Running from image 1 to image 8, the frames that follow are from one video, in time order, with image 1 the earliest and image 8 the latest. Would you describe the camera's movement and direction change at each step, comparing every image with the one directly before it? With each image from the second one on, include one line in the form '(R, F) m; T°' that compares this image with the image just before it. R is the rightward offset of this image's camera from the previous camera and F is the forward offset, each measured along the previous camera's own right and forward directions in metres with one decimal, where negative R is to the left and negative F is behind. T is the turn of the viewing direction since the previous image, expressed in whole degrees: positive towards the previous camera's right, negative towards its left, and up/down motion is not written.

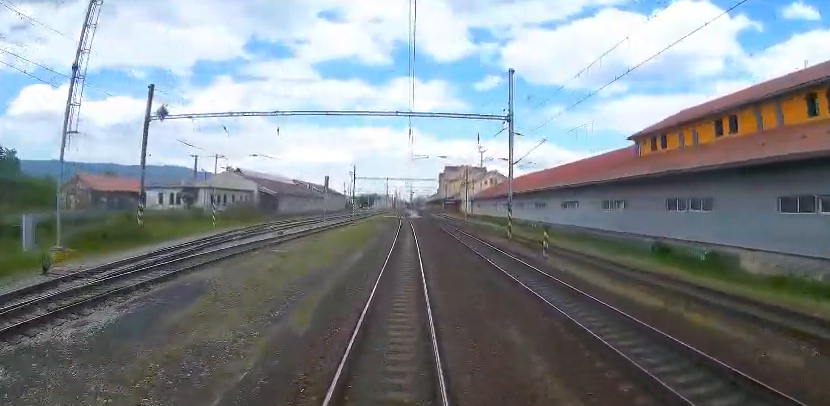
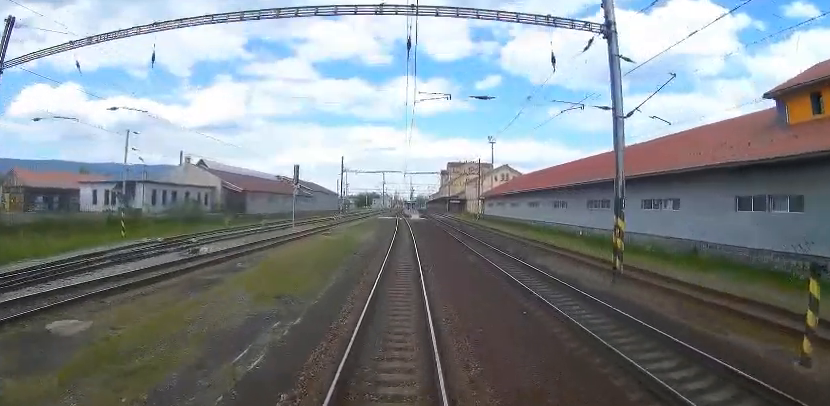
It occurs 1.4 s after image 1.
(+0.3, +16.4) m; +3°
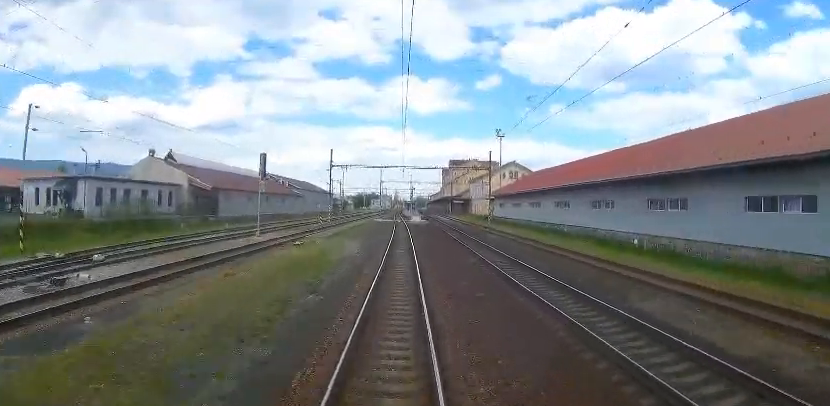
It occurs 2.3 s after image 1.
(+0.1, +10.5) m; 0°
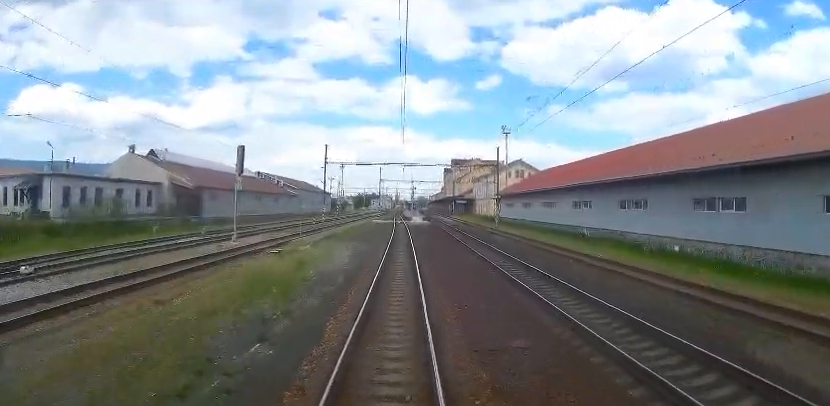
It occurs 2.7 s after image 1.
(0.0, +5.0) m; 0°
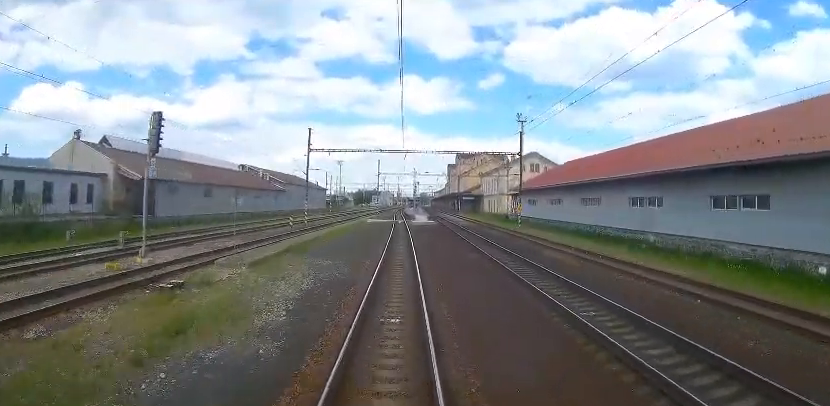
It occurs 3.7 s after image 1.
(-0.2, +11.3) m; -1°
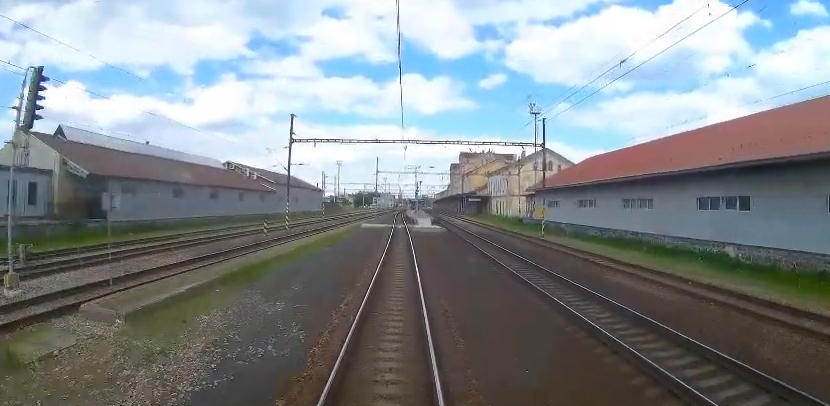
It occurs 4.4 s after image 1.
(0.0, +8.1) m; -1°
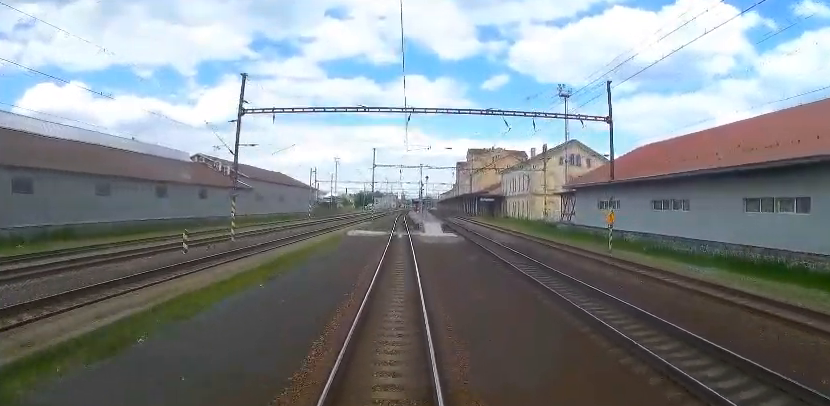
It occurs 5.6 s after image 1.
(-0.2, +13.6) m; -1°
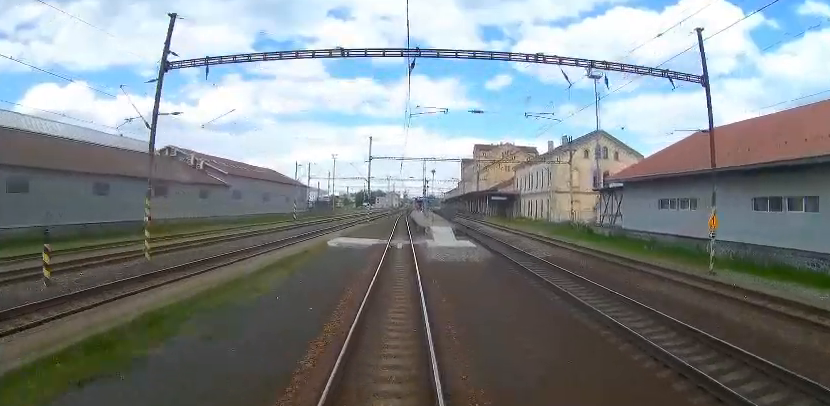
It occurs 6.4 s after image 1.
(0.0, +10.1) m; 0°
